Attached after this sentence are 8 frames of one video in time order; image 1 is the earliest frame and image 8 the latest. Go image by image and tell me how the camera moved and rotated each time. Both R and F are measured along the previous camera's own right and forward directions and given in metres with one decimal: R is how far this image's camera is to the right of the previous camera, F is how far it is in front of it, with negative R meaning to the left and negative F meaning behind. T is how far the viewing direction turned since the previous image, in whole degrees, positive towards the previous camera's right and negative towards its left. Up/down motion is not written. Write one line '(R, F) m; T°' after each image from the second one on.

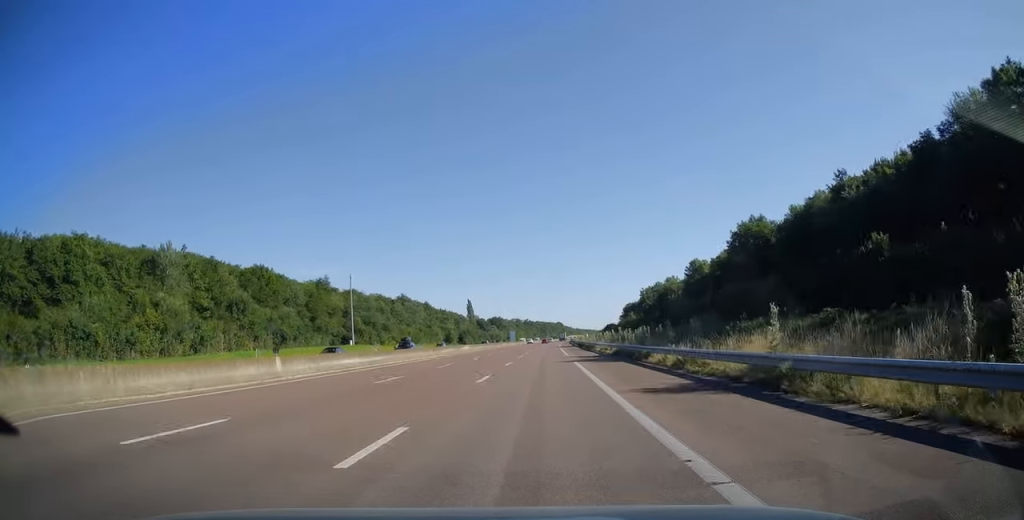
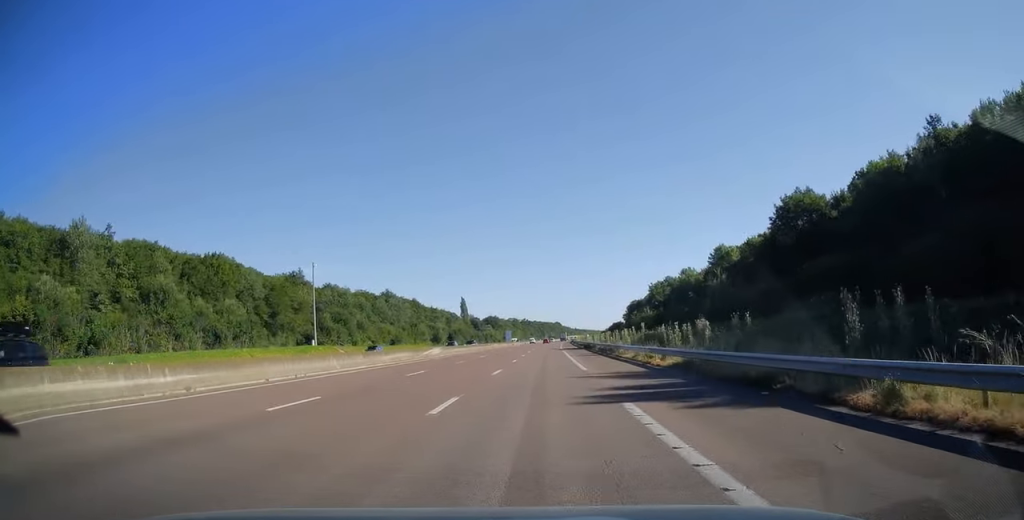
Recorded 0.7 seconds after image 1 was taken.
(+0.1, +21.2) m; 0°
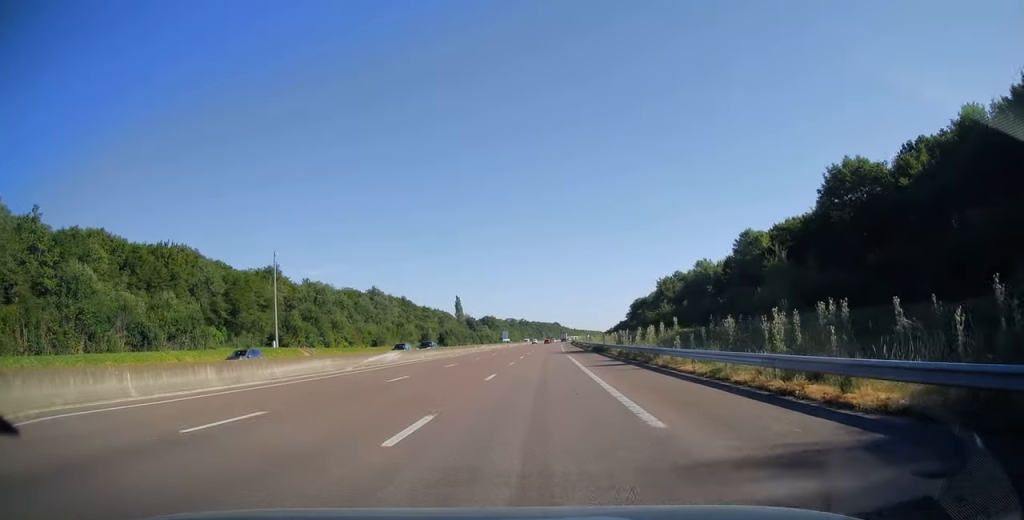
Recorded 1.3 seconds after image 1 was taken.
(0.0, +16.3) m; 0°
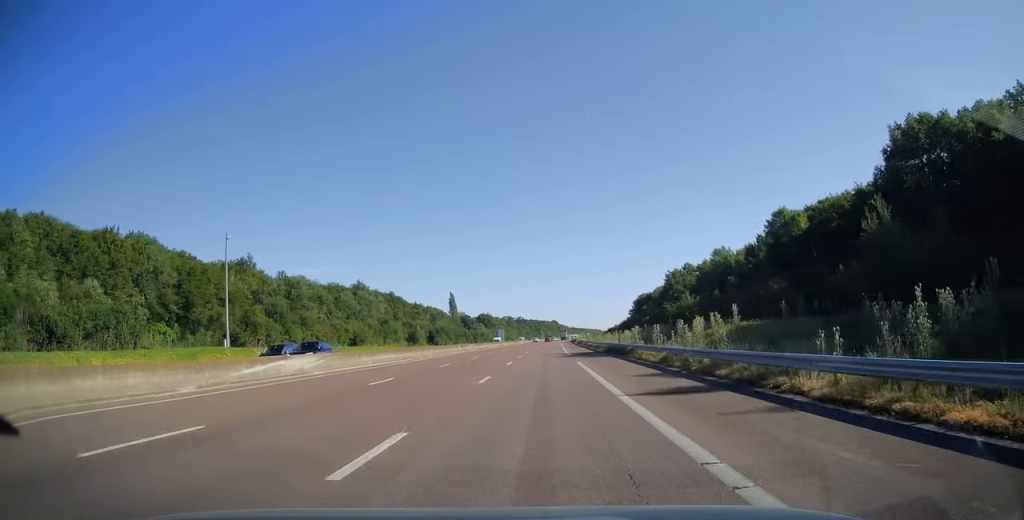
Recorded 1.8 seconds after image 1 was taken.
(-0.1, +15.2) m; 0°
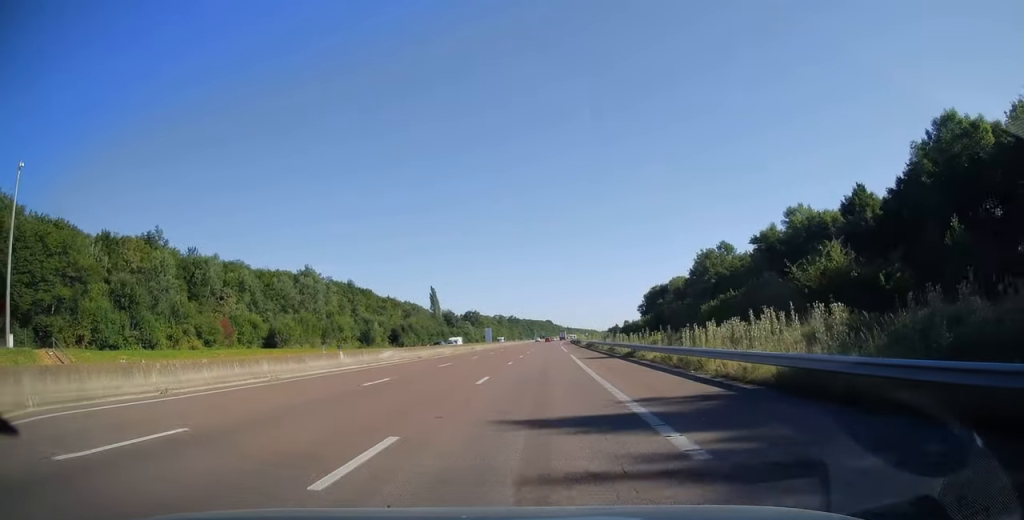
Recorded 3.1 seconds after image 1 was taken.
(+0.2, +39.4) m; +1°
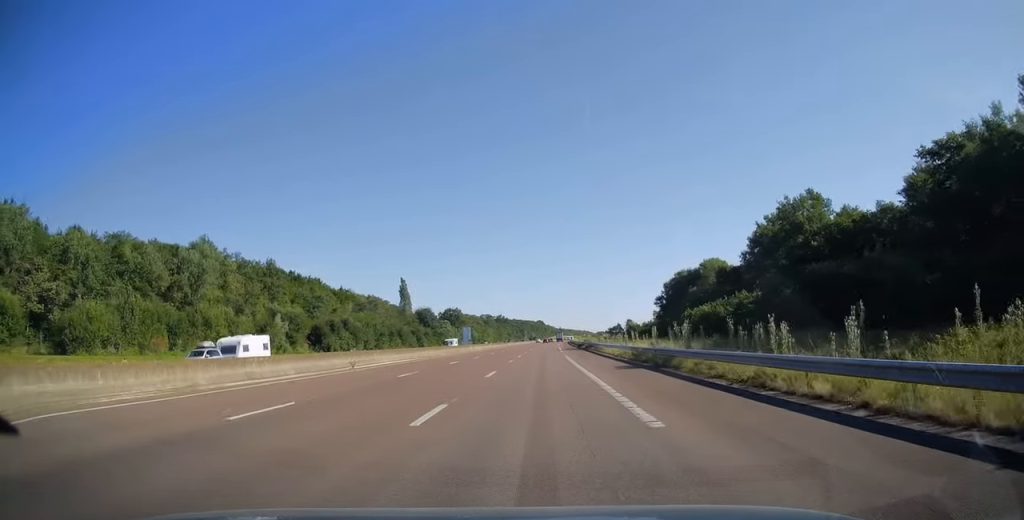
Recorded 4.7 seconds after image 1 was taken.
(+0.3, +47.7) m; +1°
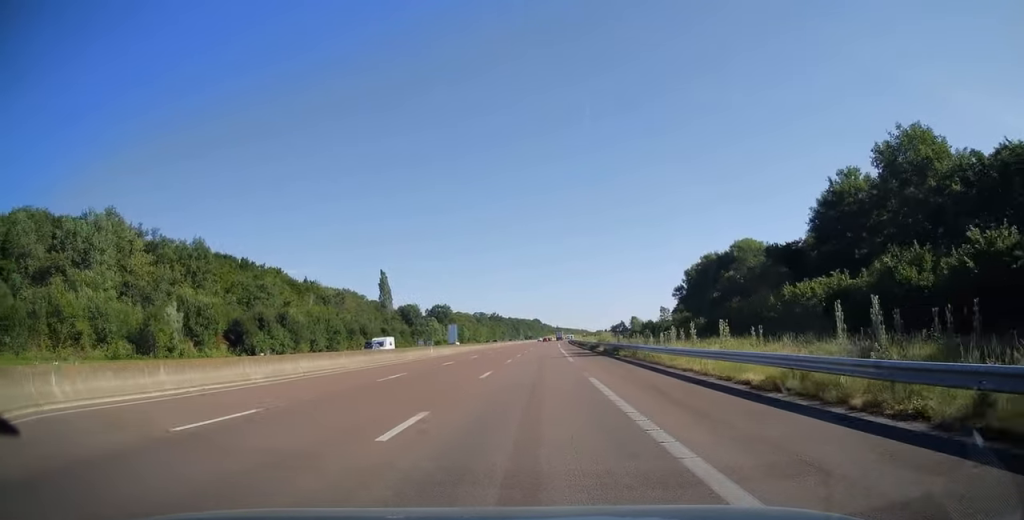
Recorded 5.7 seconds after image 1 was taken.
(+0.1, +27.6) m; 0°
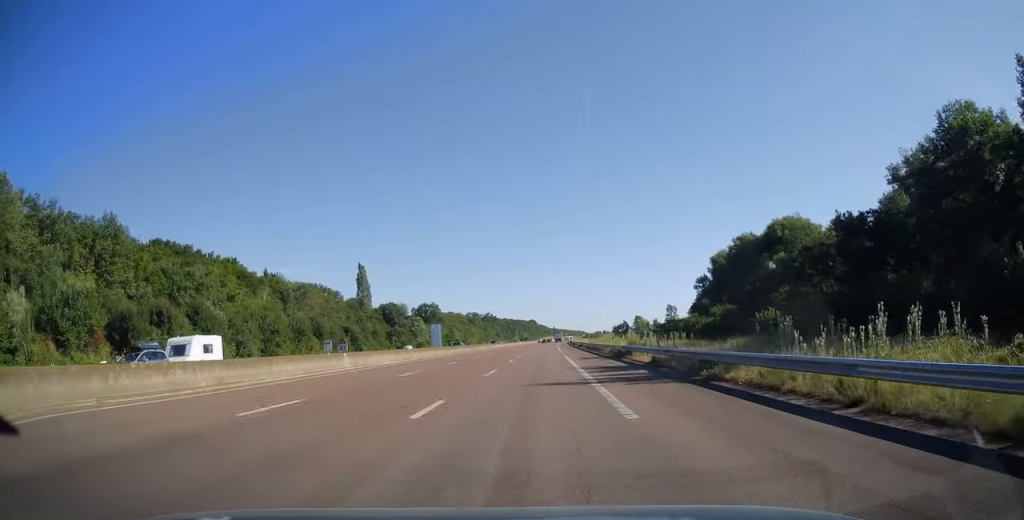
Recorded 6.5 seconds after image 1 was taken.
(+0.1, +23.6) m; 0°
